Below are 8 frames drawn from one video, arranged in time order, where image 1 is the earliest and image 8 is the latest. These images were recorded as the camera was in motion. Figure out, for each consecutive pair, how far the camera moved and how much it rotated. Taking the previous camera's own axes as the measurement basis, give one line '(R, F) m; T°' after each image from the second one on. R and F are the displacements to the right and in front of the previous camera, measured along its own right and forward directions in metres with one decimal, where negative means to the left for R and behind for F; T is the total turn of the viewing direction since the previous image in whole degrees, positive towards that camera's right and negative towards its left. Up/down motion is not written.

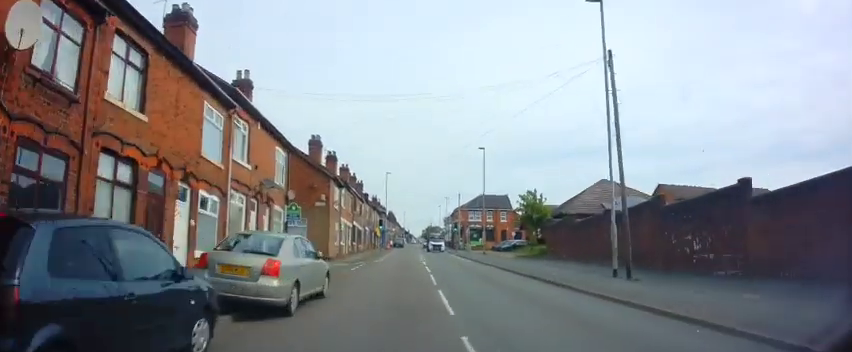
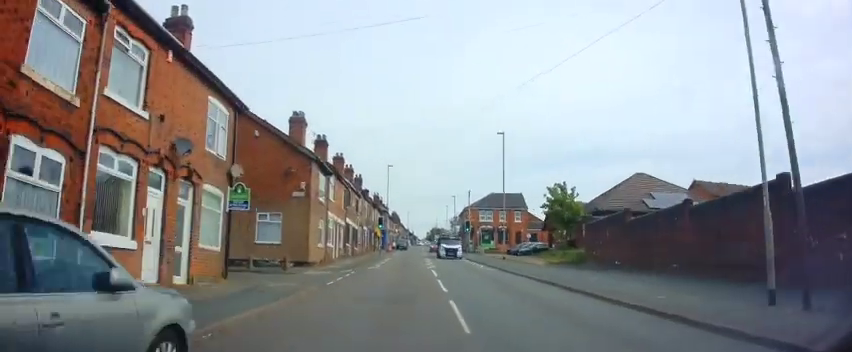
(+0.2, +7.7) m; 0°
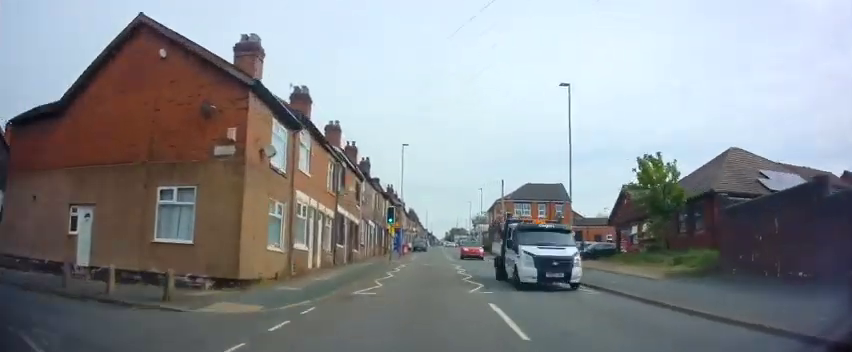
(-0.2, +12.7) m; -2°
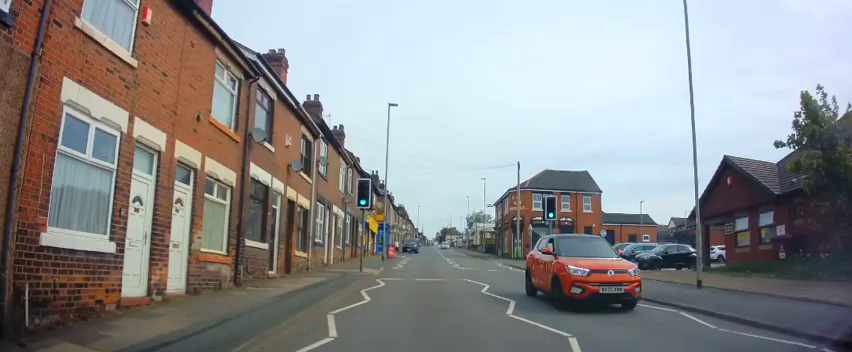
(0.0, +13.0) m; +2°
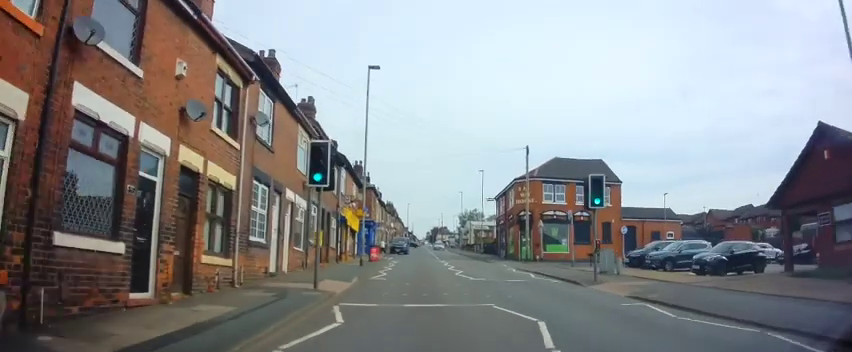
(+0.2, +7.2) m; +1°
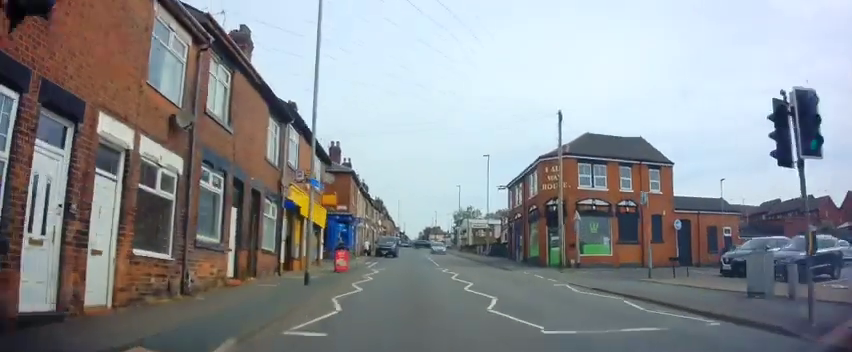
(+0.1, +10.3) m; 0°
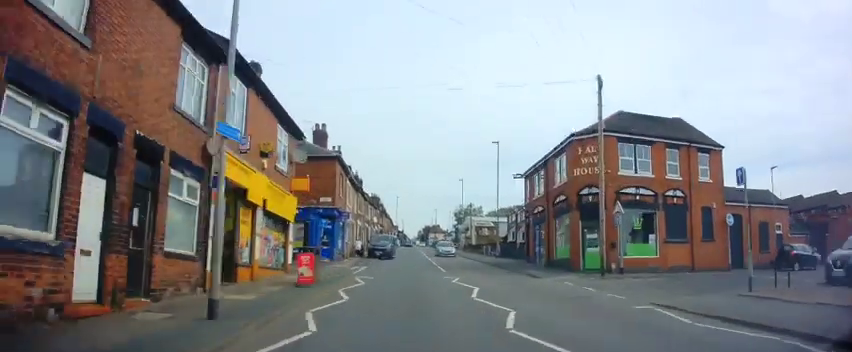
(0.0, +6.1) m; 0°
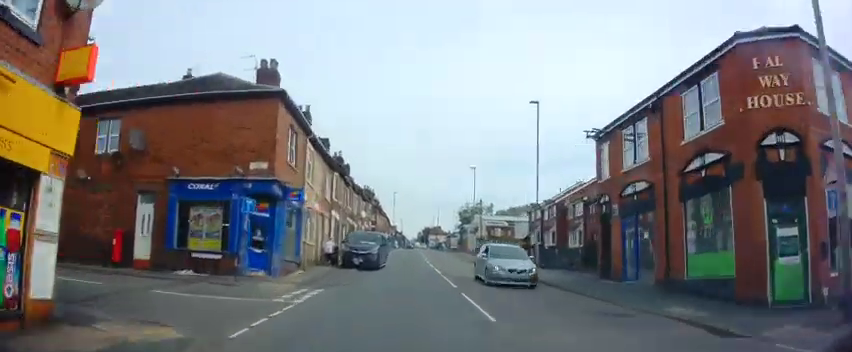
(+0.1, +13.6) m; +1°
